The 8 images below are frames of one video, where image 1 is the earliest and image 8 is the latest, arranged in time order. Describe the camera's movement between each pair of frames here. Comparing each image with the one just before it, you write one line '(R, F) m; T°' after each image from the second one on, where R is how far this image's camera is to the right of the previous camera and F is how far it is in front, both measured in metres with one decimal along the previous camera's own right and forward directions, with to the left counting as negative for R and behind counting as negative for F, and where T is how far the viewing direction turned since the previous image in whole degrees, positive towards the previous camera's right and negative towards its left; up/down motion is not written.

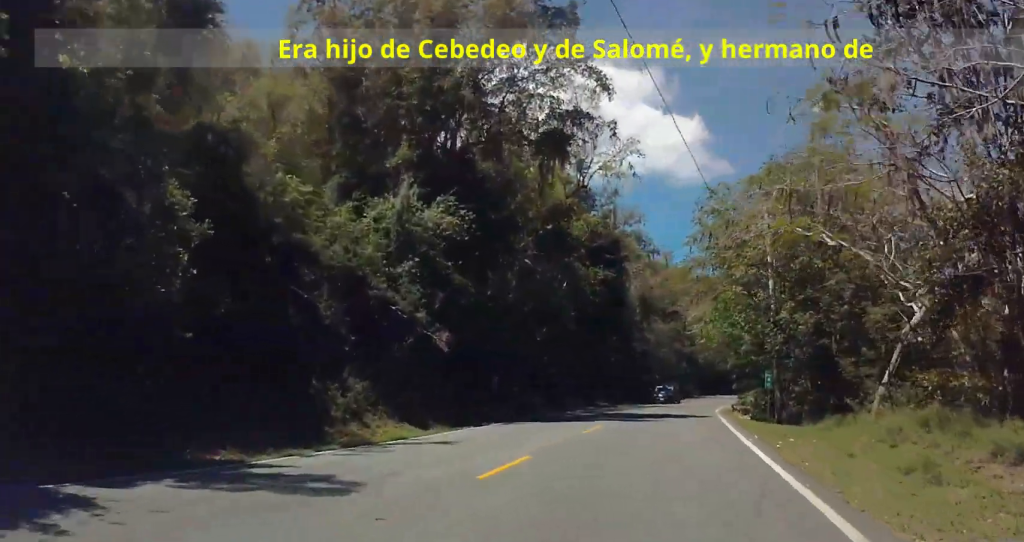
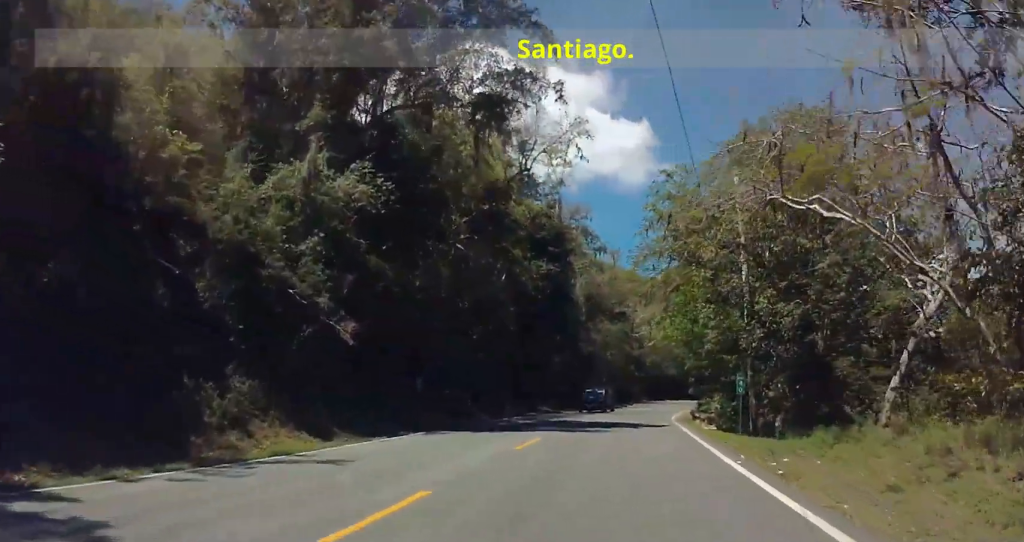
(-0.2, +5.2) m; +2°
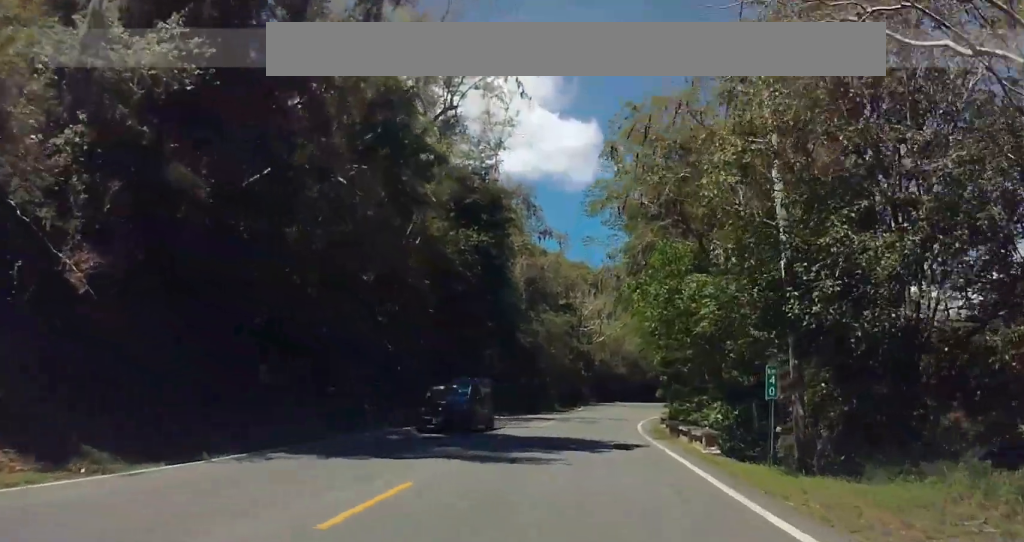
(+0.8, +10.2) m; +14°
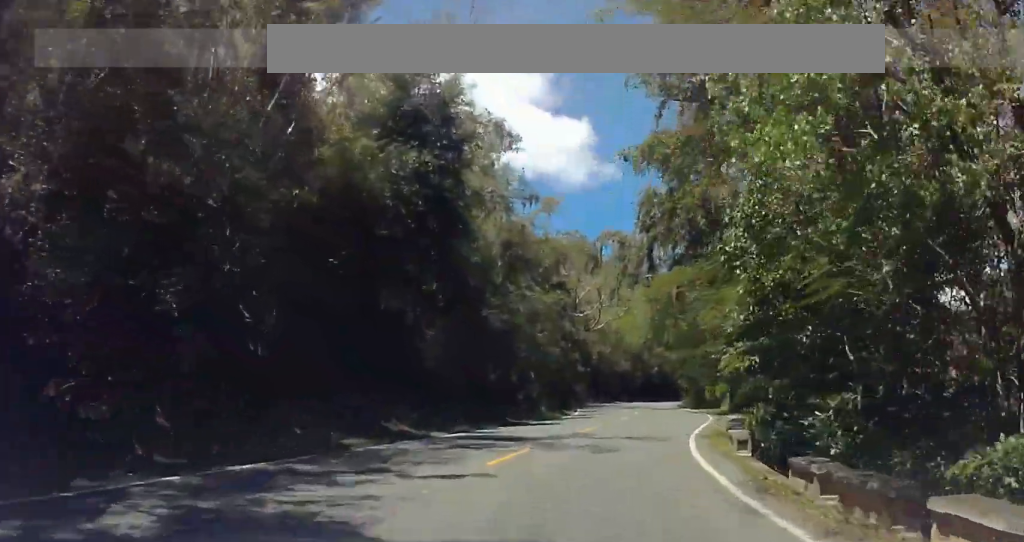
(+2.9, +14.6) m; +15°
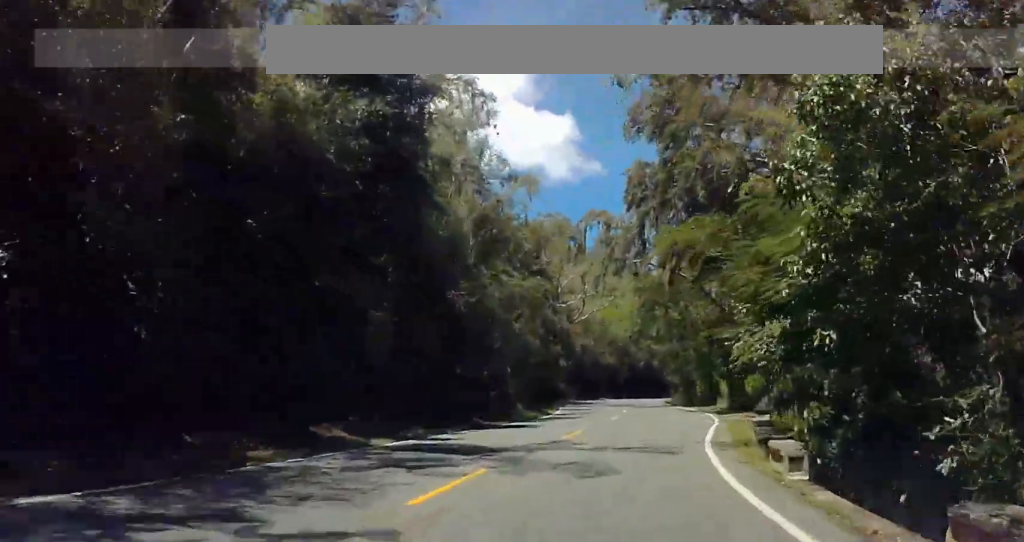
(+0.1, +5.5) m; +1°
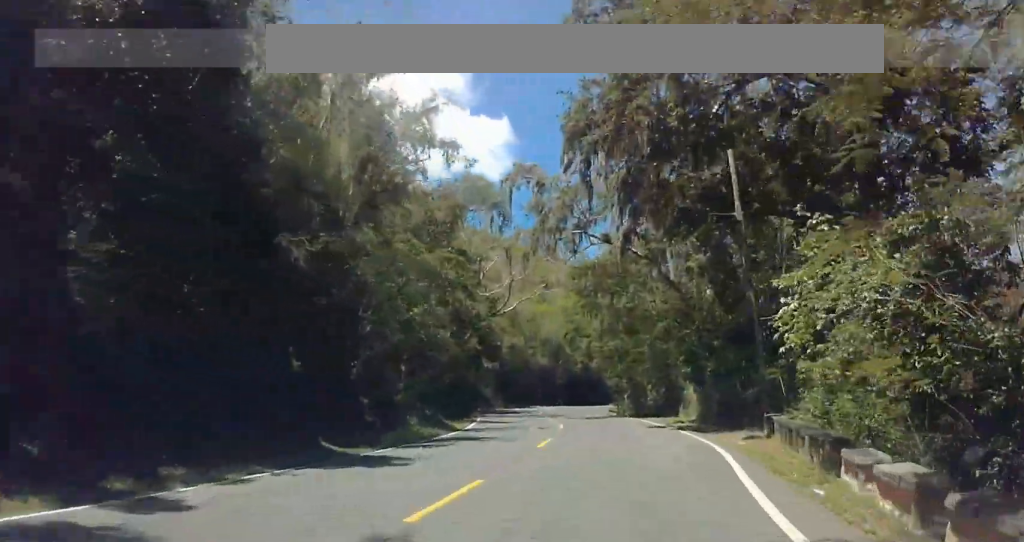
(+0.2, +12.2) m; +1°
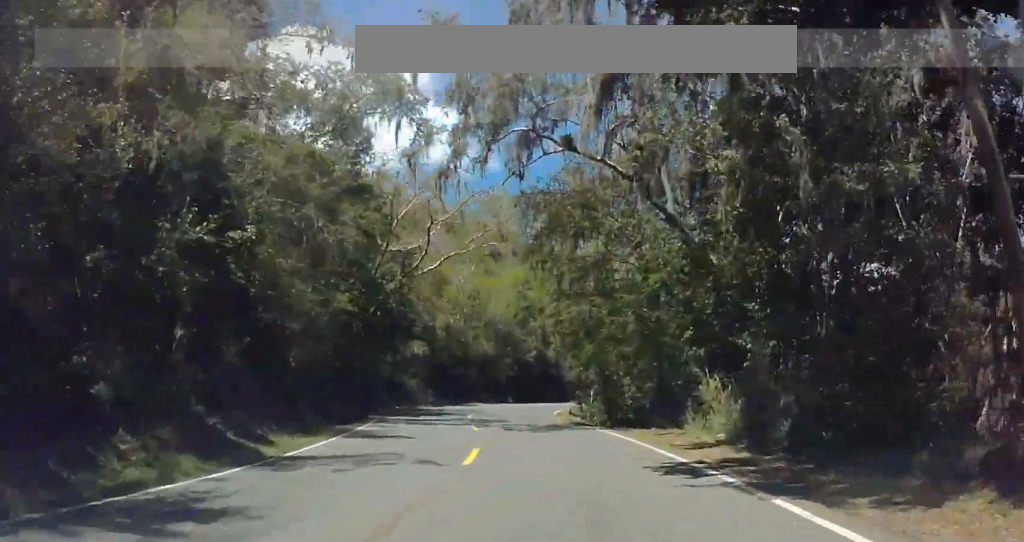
(+0.1, +17.1) m; +2°
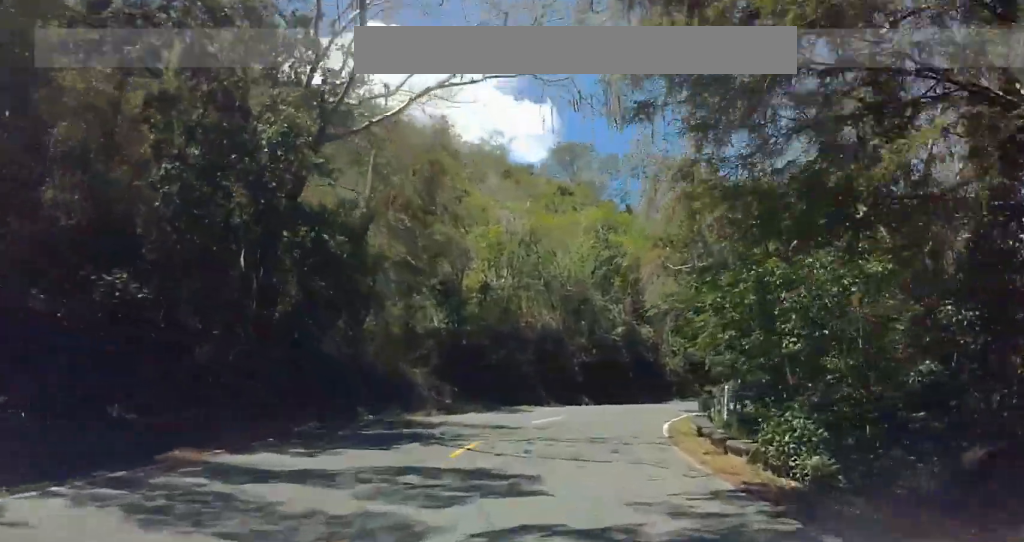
(+1.0, +23.9) m; +4°
